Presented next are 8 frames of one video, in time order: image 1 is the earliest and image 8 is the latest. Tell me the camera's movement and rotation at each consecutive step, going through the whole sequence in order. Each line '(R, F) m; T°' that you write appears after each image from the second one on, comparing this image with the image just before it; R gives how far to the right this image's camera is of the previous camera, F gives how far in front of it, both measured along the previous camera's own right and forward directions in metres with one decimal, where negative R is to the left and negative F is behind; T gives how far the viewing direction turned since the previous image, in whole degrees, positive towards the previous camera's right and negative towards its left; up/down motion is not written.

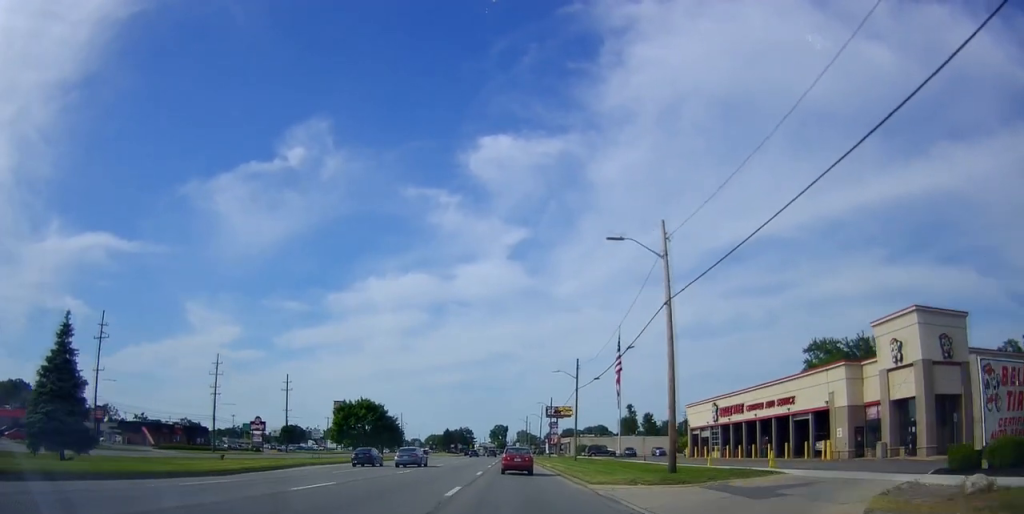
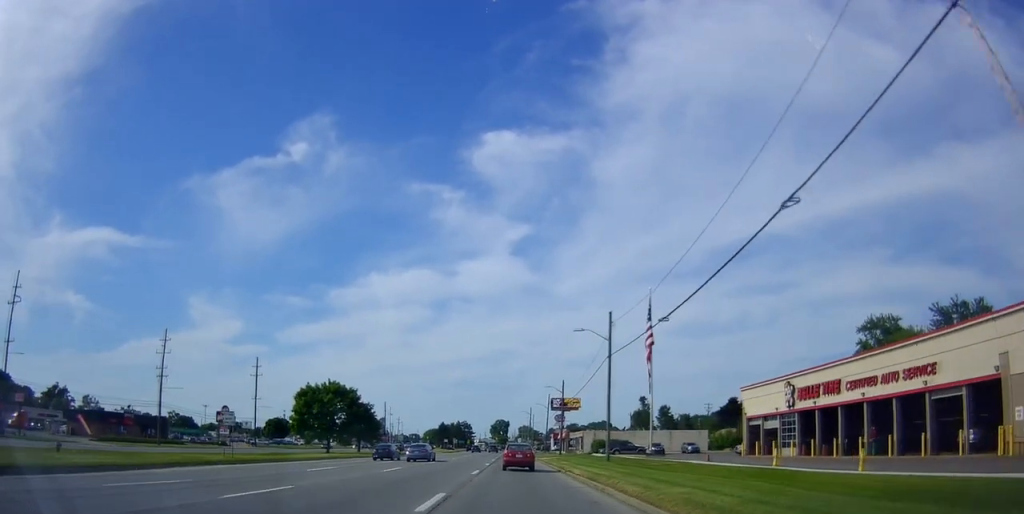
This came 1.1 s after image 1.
(0.0, +19.3) m; -1°
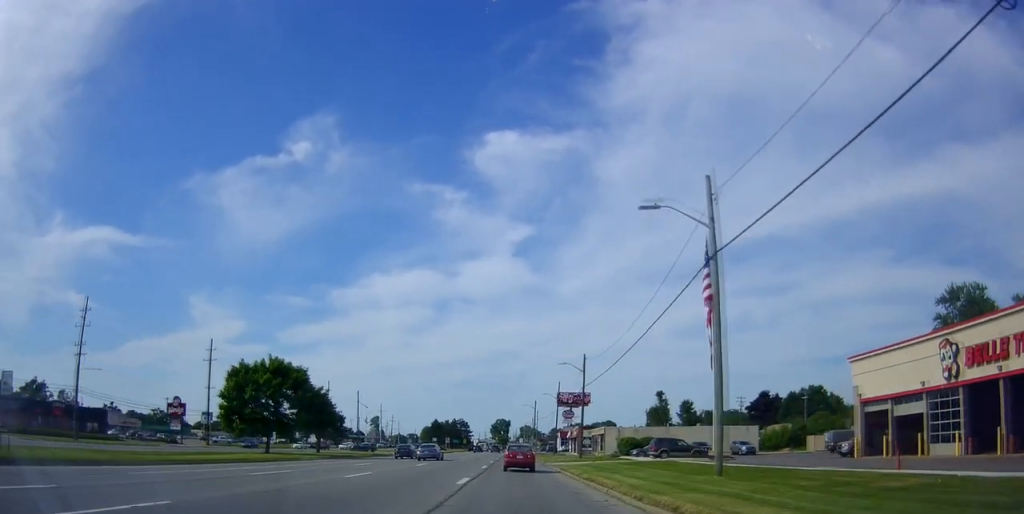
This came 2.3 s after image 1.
(-0.1, +22.0) m; 0°
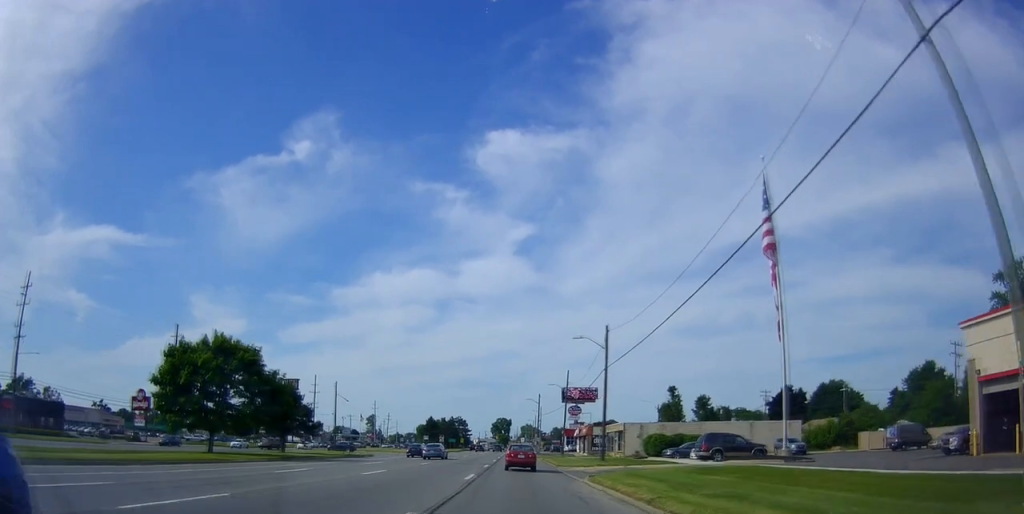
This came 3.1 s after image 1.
(+0.1, +13.2) m; 0°
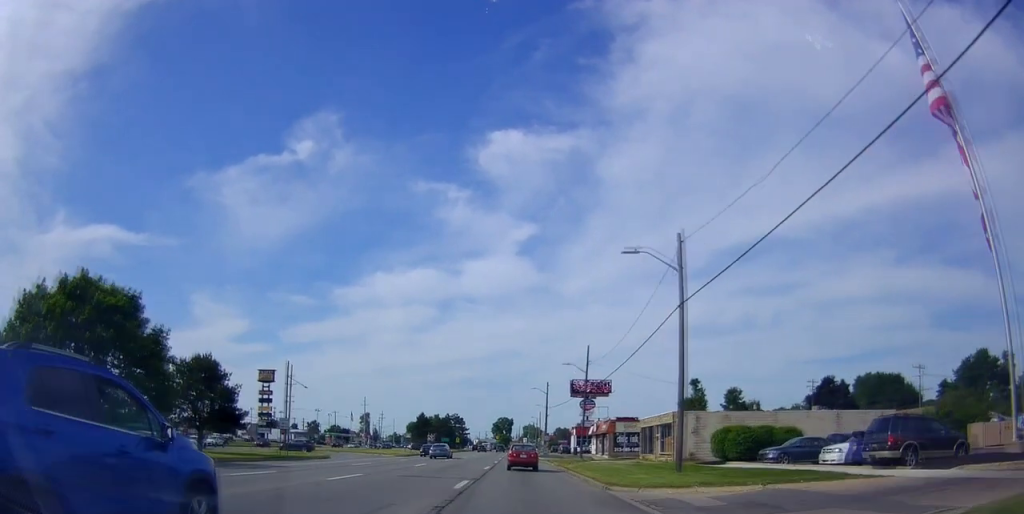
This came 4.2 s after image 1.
(-0.4, +19.7) m; -1°
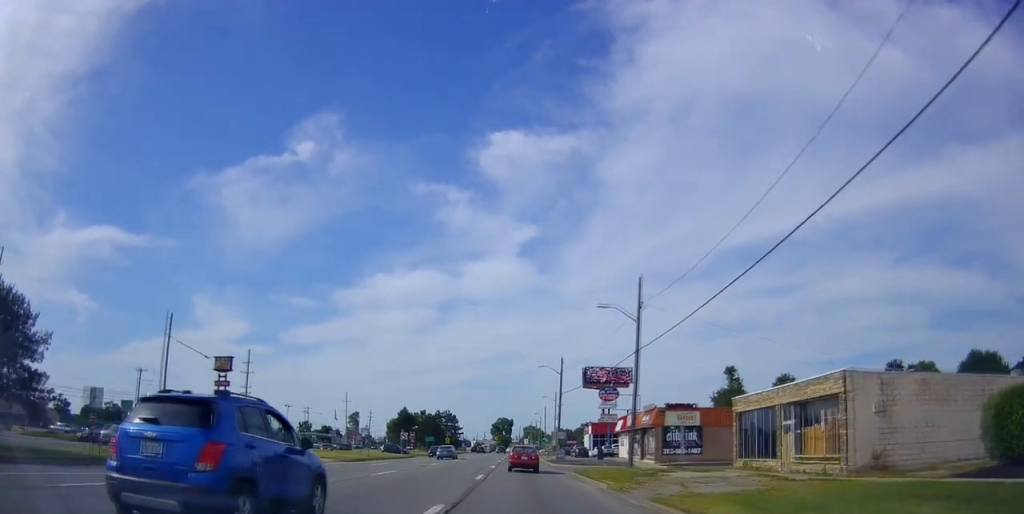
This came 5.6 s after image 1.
(-0.1, +25.1) m; -1°
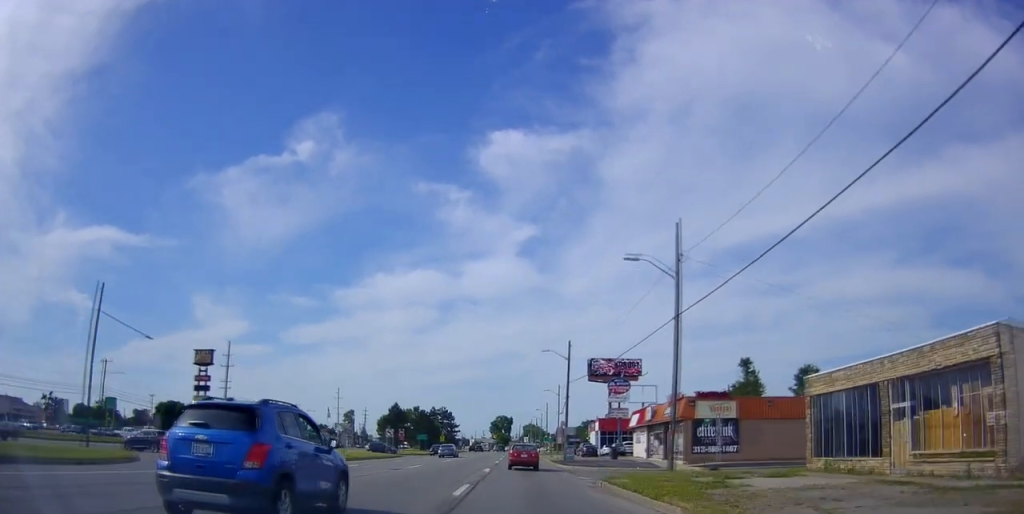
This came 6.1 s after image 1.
(0.0, +9.0) m; 0°
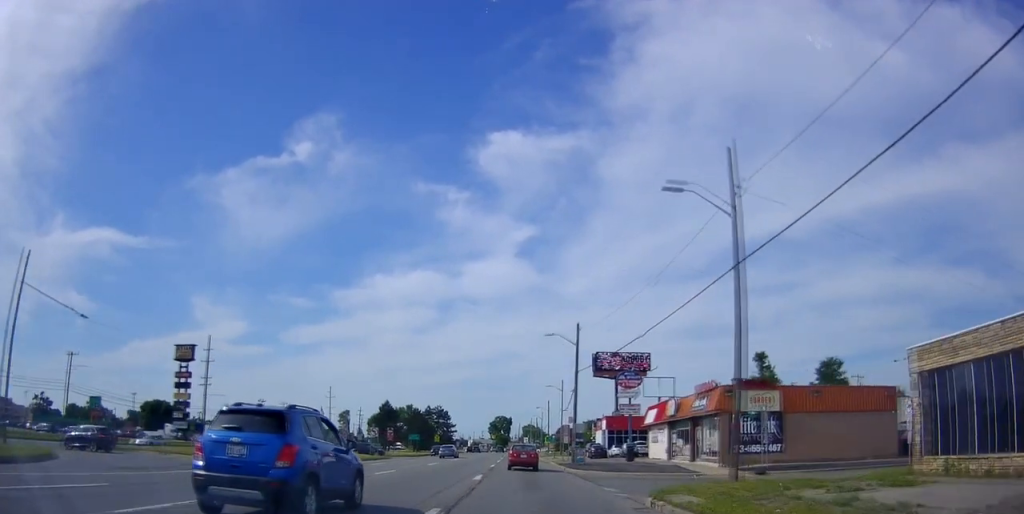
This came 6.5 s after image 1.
(0.0, +7.8) m; +1°
